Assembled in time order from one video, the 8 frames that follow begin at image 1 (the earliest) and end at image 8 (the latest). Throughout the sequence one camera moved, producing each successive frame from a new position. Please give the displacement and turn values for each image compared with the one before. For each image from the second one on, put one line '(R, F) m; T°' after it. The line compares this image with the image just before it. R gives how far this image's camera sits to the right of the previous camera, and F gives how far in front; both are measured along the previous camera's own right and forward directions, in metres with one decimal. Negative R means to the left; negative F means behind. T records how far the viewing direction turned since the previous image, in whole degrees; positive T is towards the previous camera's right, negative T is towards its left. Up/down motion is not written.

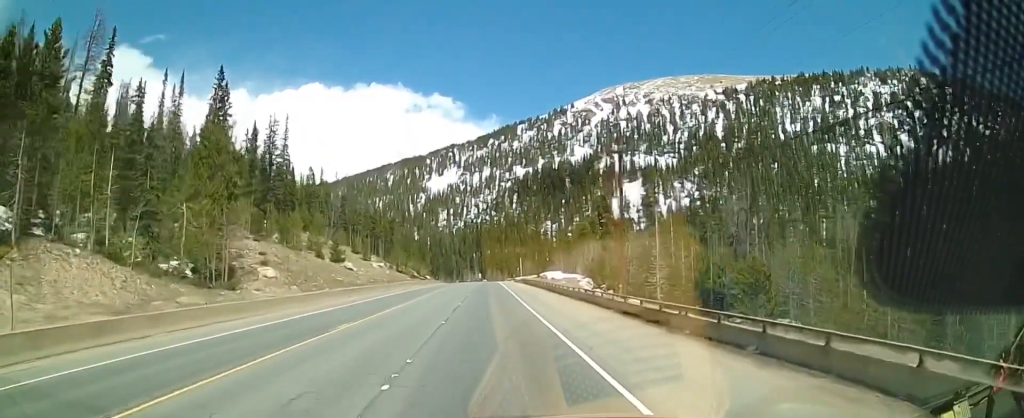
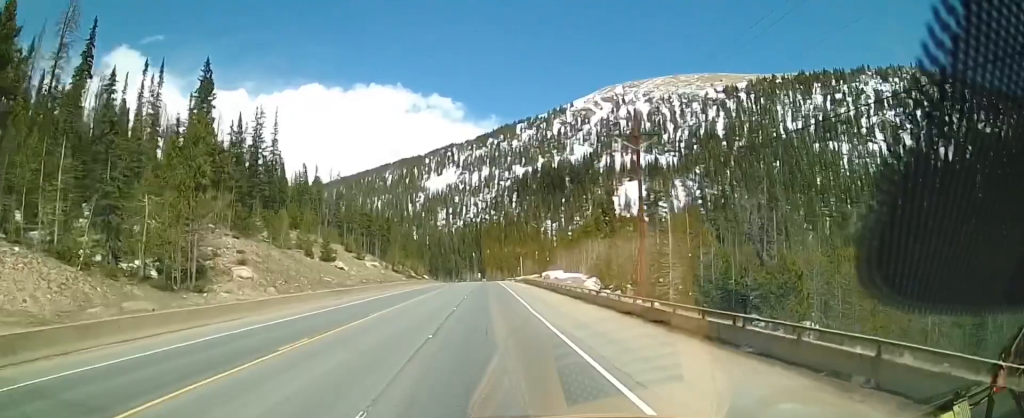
(0.0, +4.8) m; -1°
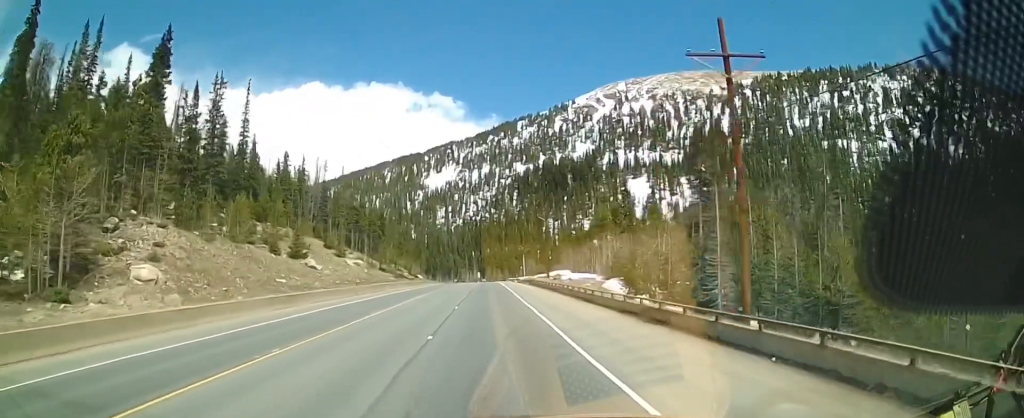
(-0.4, +13.1) m; -1°
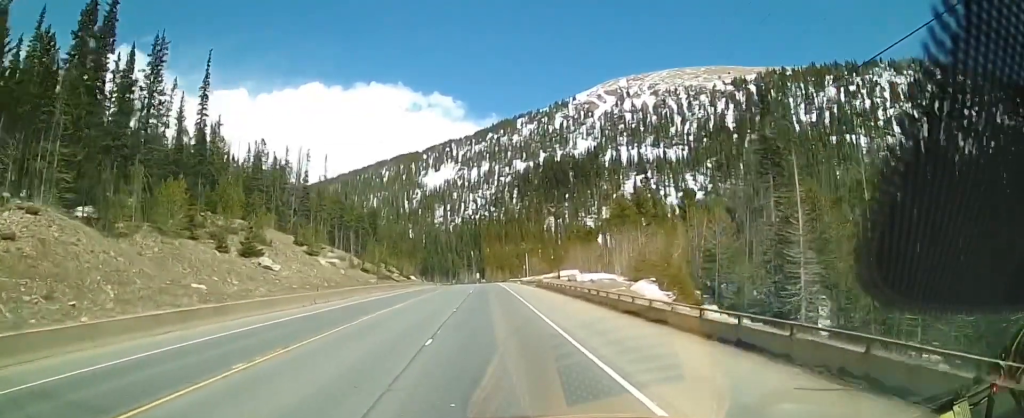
(+0.3, +13.7) m; +1°
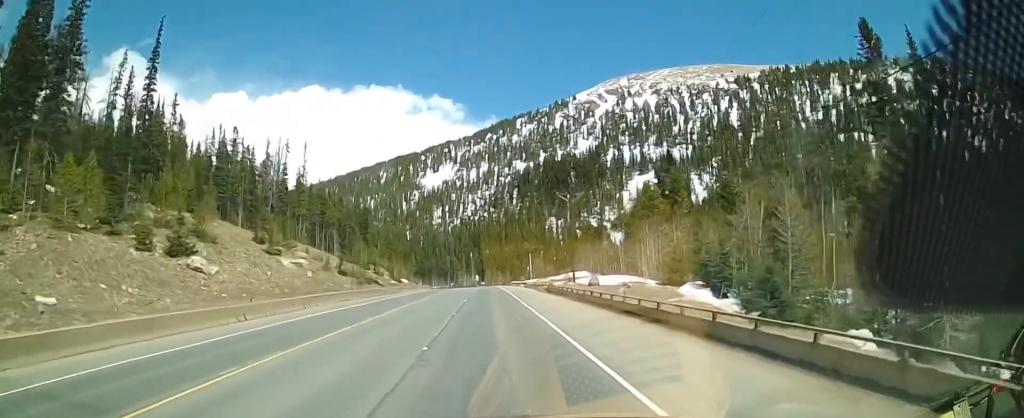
(-0.2, +13.1) m; +1°
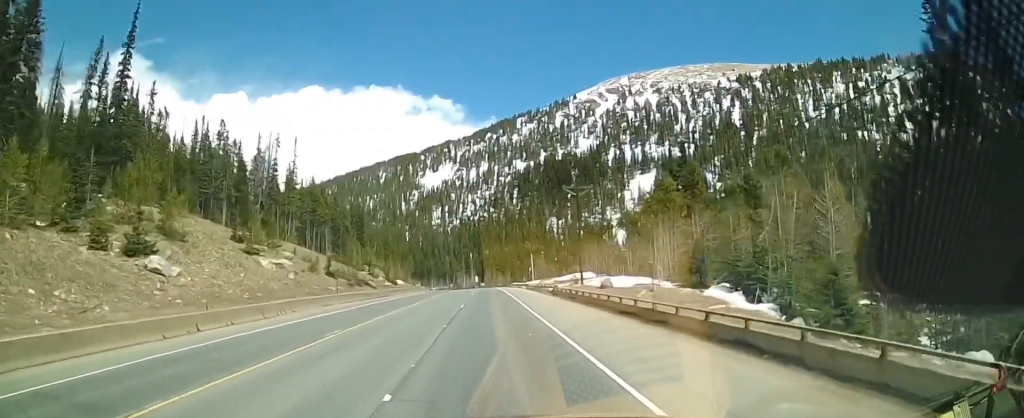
(+0.2, +5.5) m; +1°
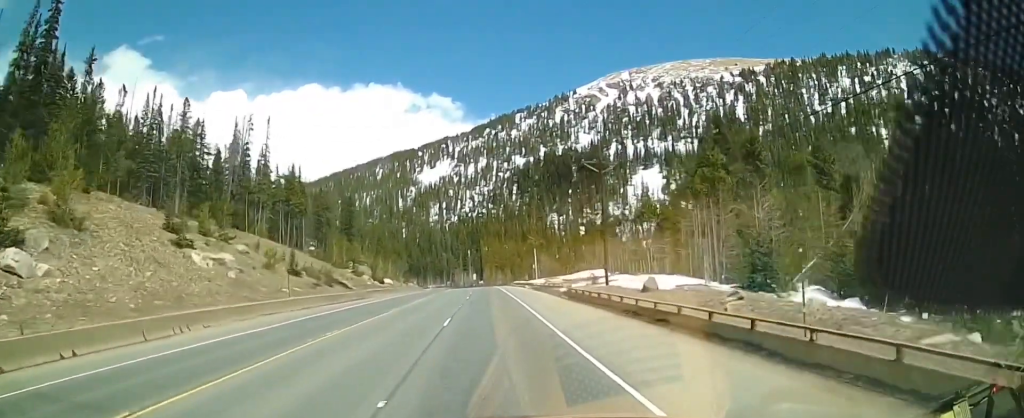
(+0.3, +12.6) m; +1°
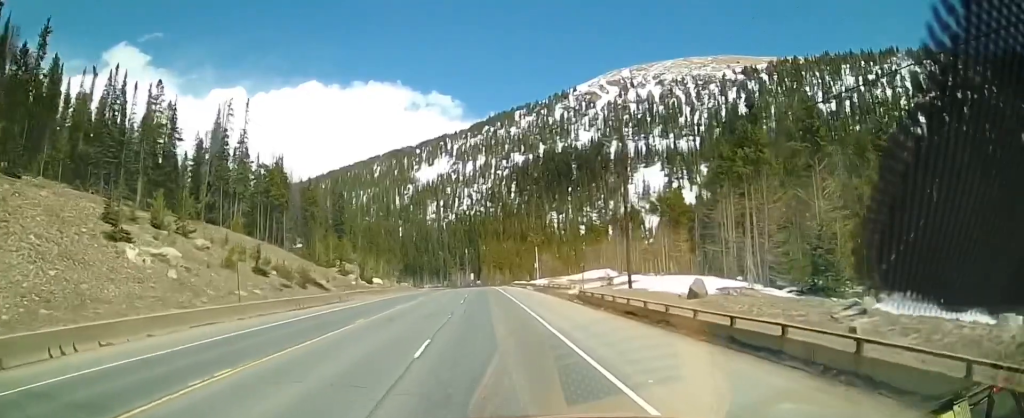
(0.0, +8.0) m; -1°
